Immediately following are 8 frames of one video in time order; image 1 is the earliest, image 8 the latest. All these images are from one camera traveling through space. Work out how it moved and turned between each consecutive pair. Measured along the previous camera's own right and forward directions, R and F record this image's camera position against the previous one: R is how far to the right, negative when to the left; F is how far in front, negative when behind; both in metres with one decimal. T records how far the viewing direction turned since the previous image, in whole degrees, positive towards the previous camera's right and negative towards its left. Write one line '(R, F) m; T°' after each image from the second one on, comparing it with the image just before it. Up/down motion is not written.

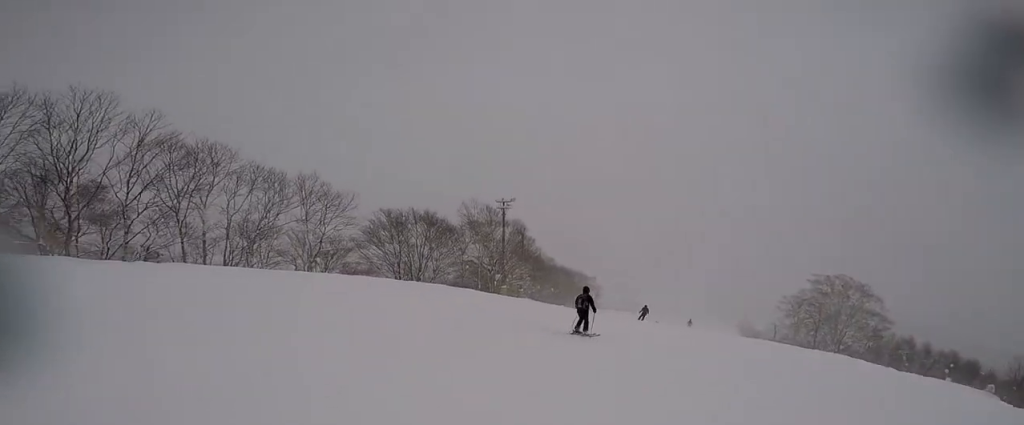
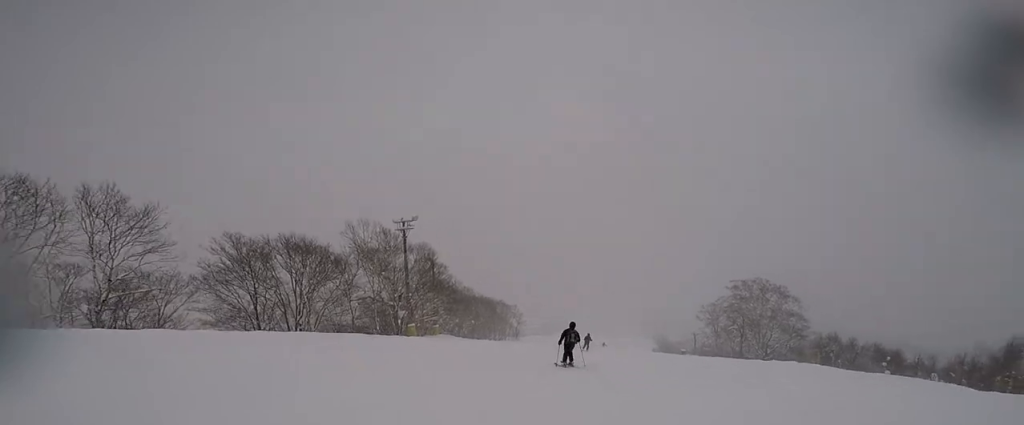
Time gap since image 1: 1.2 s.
(+0.5, +7.1) m; +15°
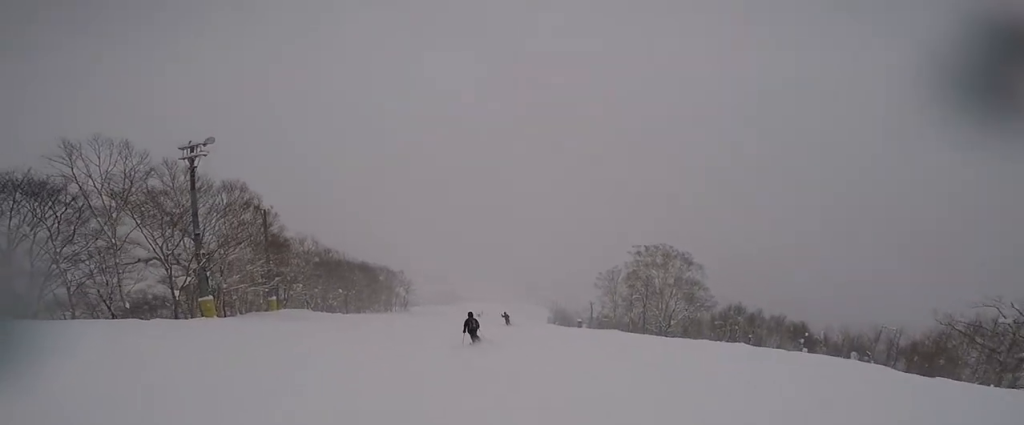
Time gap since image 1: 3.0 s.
(+2.3, +10.9) m; +11°
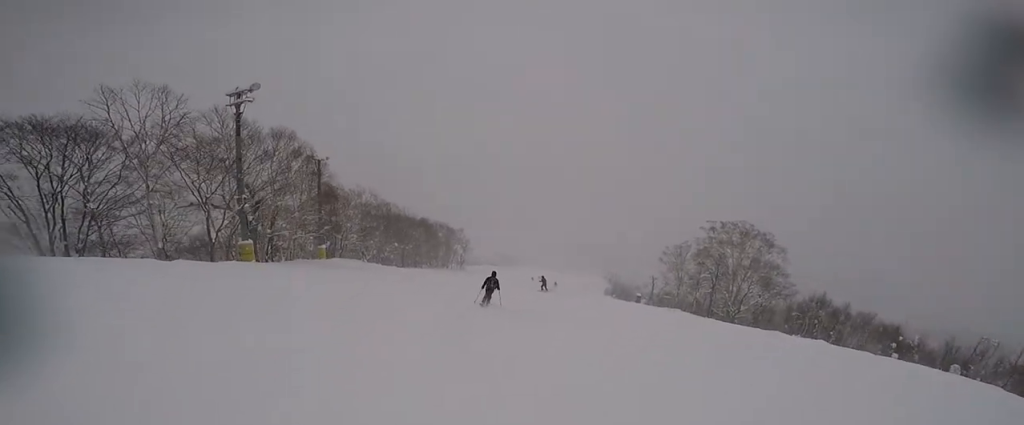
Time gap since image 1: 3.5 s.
(-0.2, +2.8) m; -6°
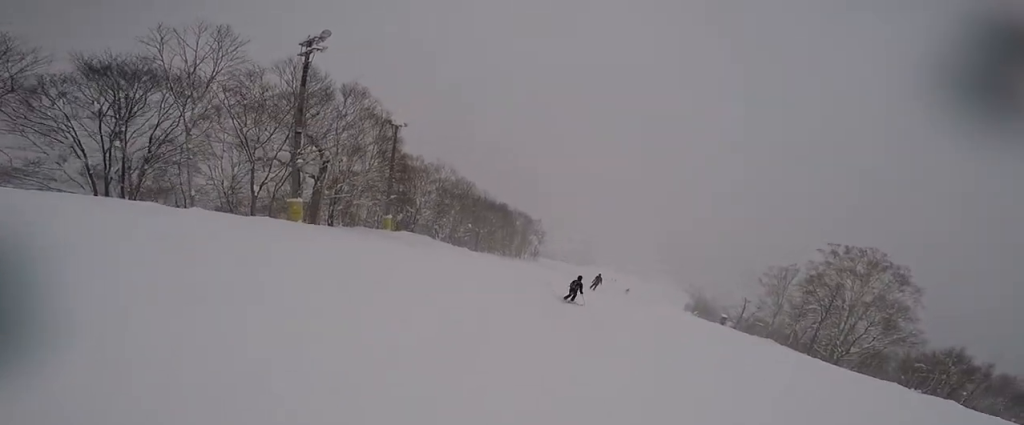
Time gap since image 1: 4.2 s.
(-0.3, +4.7) m; -6°
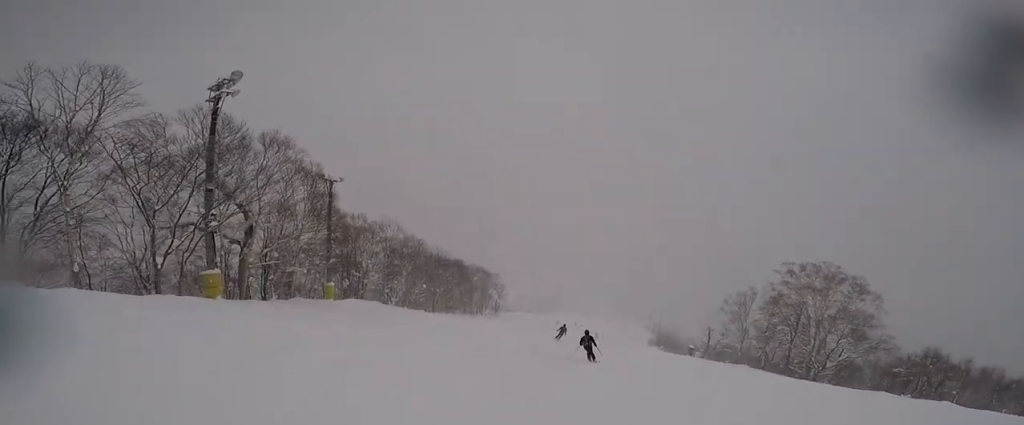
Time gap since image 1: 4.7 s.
(-0.4, +2.7) m; 0°
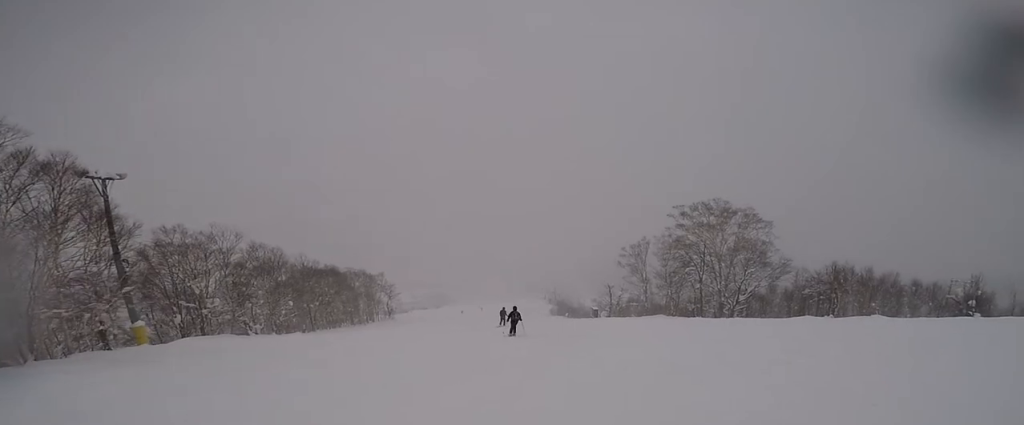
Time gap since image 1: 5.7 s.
(+0.5, +6.5) m; +9°
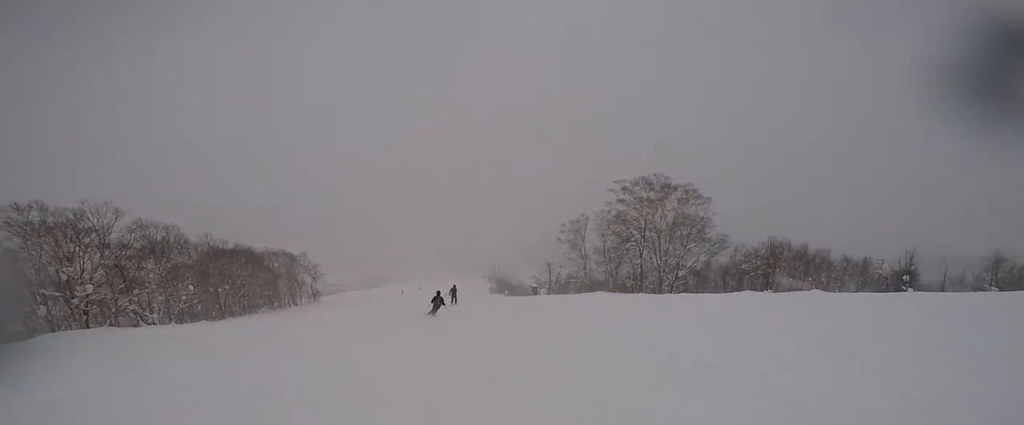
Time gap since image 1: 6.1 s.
(+0.1, +3.0) m; +1°
